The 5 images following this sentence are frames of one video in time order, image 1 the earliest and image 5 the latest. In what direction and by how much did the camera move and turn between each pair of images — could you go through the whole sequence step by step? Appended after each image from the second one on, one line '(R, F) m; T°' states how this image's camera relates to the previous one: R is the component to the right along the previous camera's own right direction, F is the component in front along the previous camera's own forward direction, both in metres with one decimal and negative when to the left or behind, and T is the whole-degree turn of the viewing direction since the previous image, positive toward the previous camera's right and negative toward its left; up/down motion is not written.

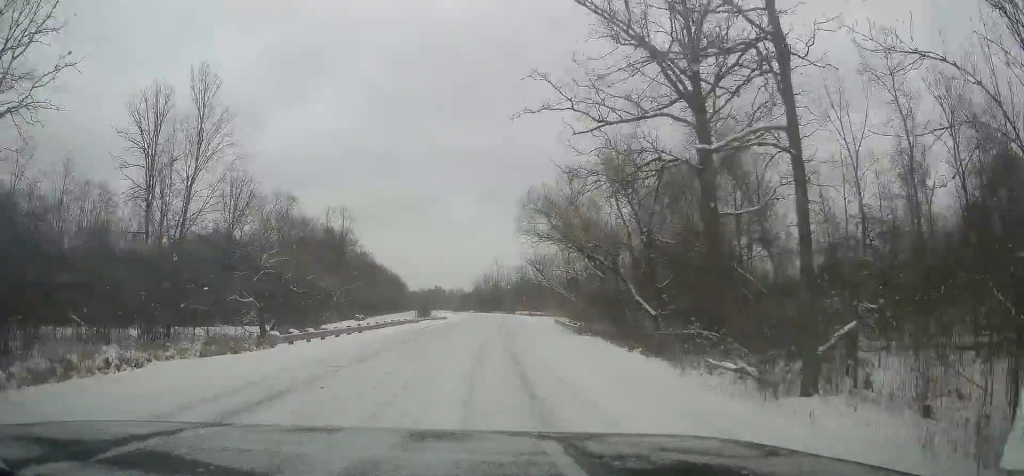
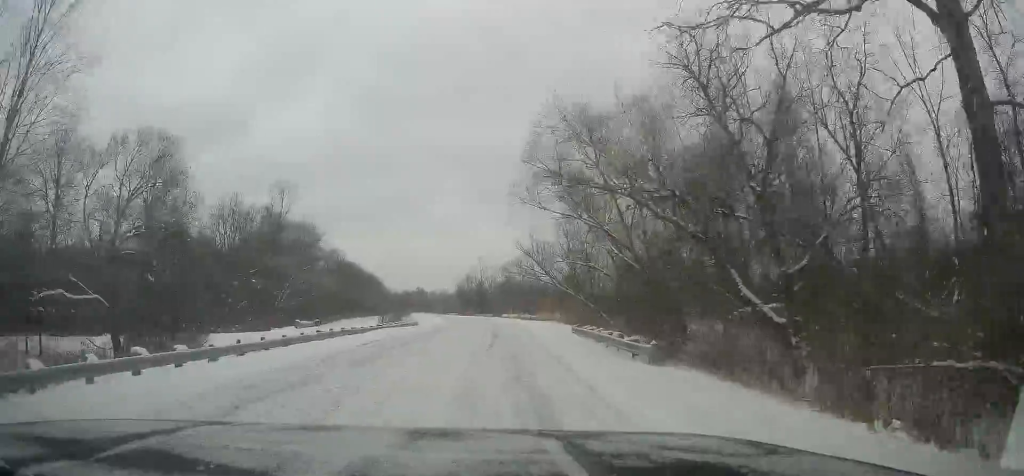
(-0.8, +16.0) m; -2°
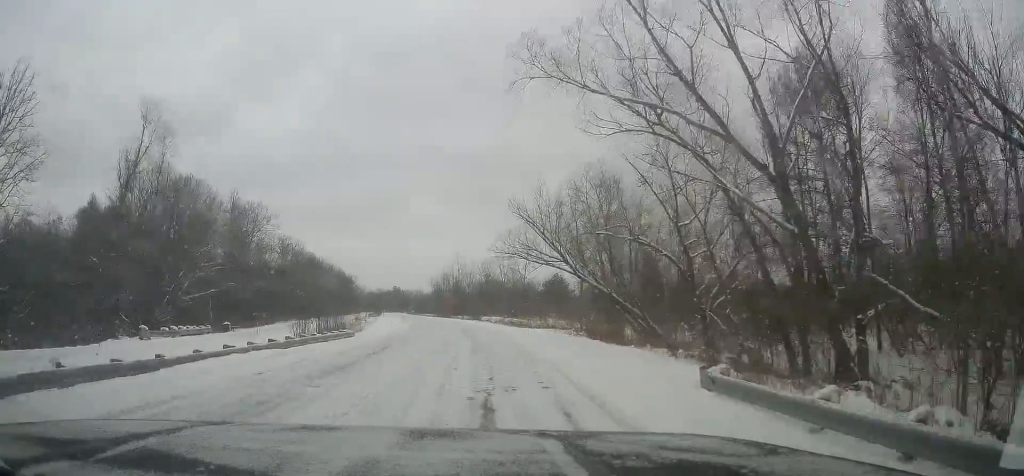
(+1.7, +20.4) m; +8°
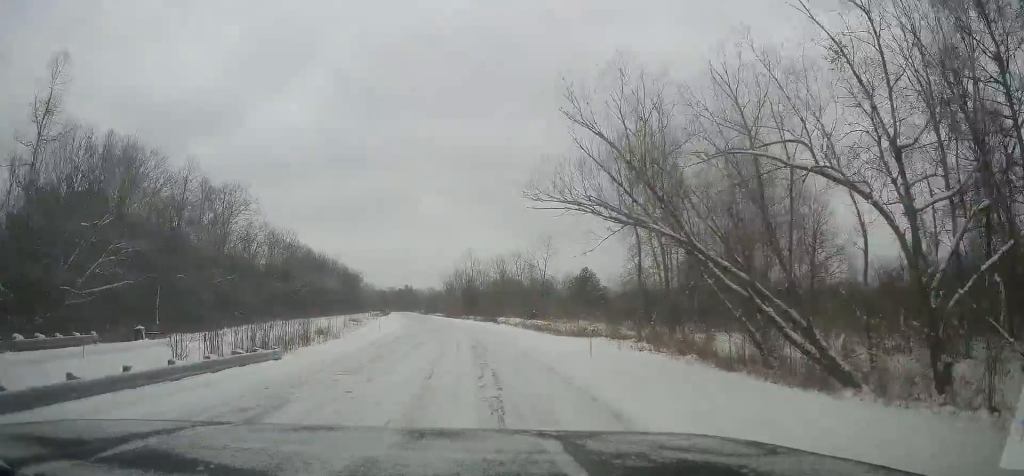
(-0.3, +16.2) m; -3°
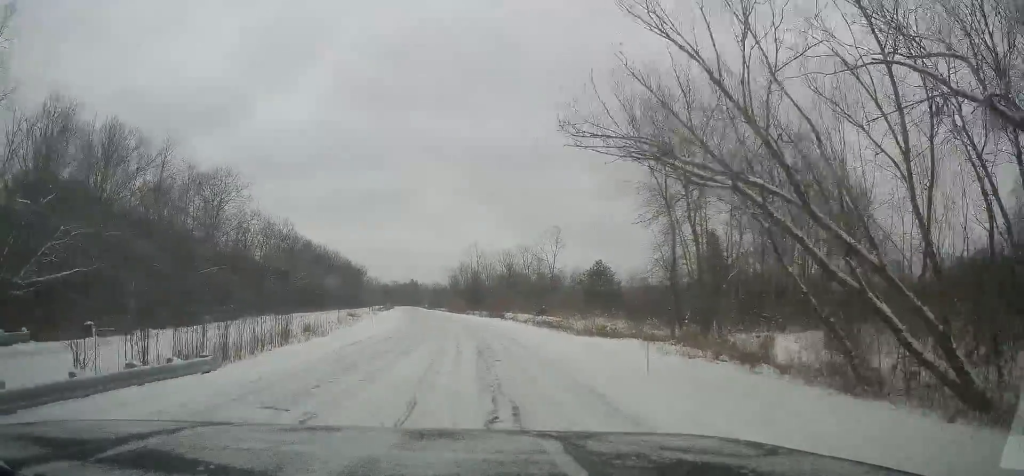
(+0.1, +5.8) m; -2°
